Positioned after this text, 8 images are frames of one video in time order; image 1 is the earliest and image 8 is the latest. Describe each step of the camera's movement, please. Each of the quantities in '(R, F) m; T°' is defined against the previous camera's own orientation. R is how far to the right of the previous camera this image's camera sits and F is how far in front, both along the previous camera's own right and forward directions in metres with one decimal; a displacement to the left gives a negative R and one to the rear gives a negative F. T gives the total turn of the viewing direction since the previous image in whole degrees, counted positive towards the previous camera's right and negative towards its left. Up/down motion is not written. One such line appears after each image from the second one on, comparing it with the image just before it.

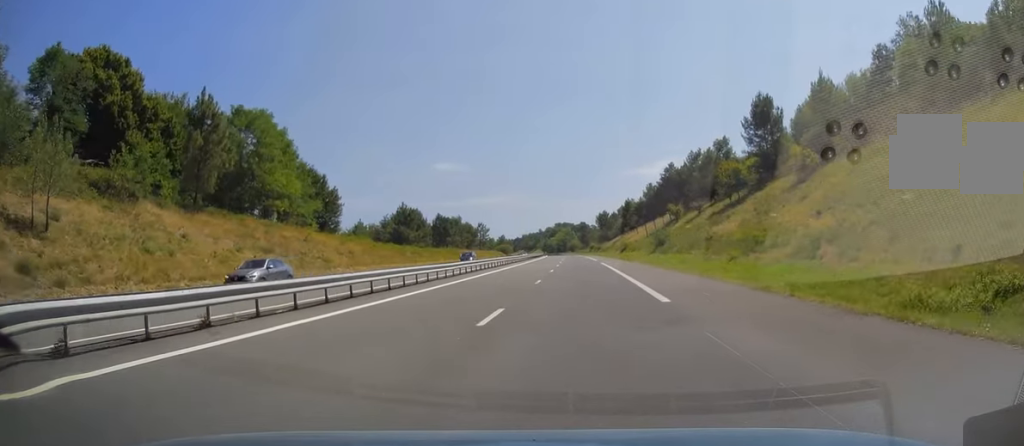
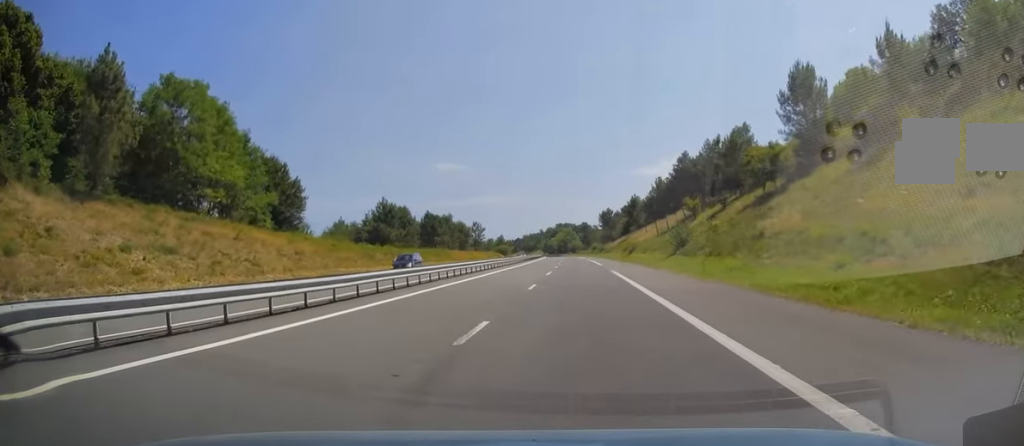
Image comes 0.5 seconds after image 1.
(-0.1, +15.3) m; 0°
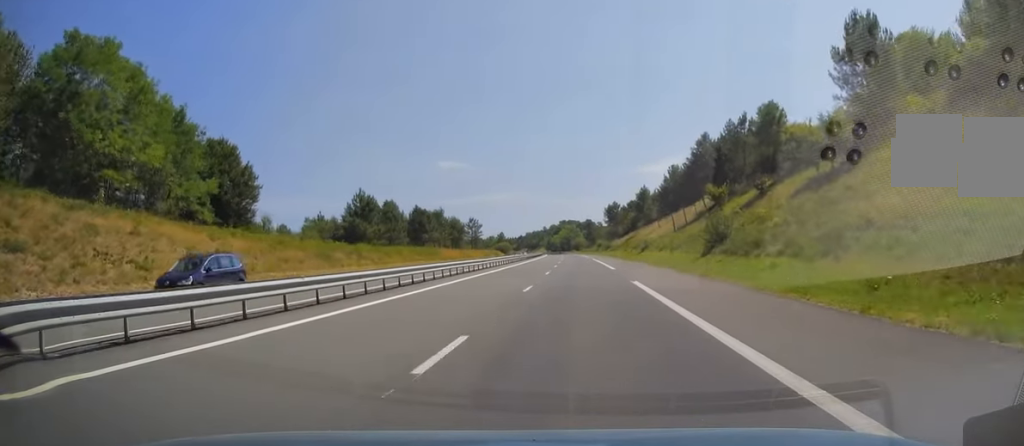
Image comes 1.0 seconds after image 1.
(+0.2, +15.2) m; 0°
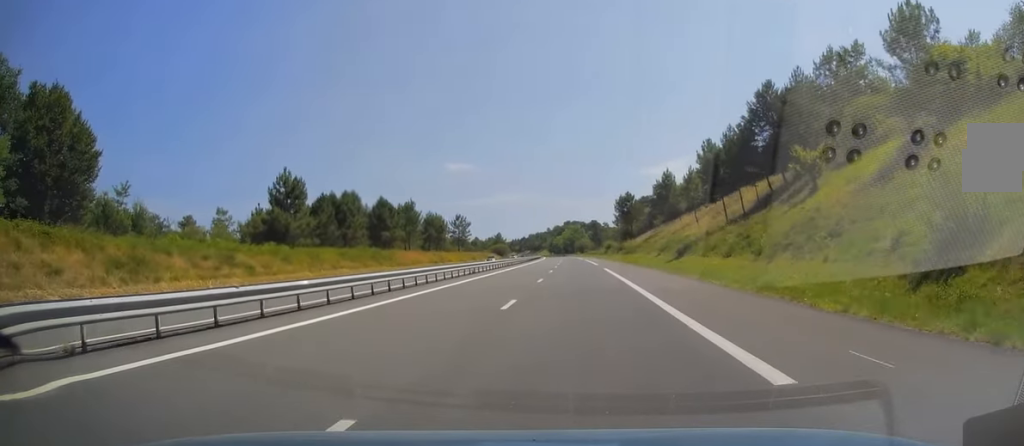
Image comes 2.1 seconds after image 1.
(-0.3, +31.0) m; -1°
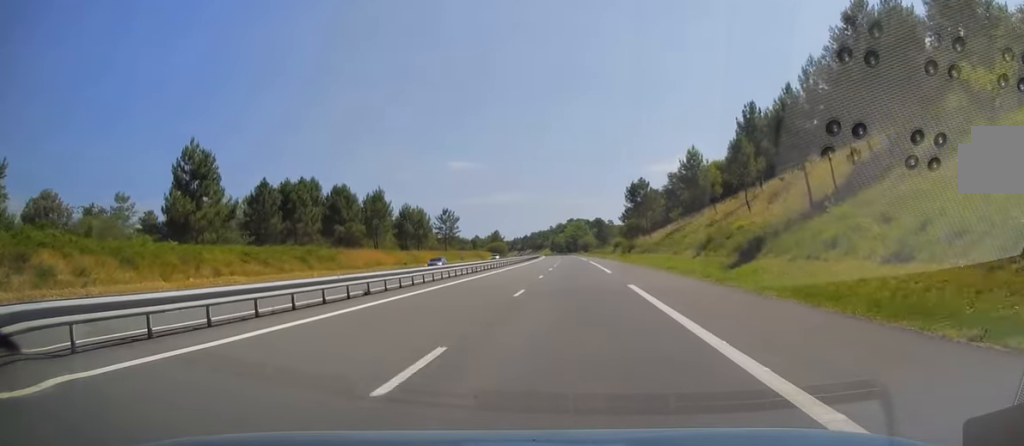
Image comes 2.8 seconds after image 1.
(-0.2, +22.2) m; 0°
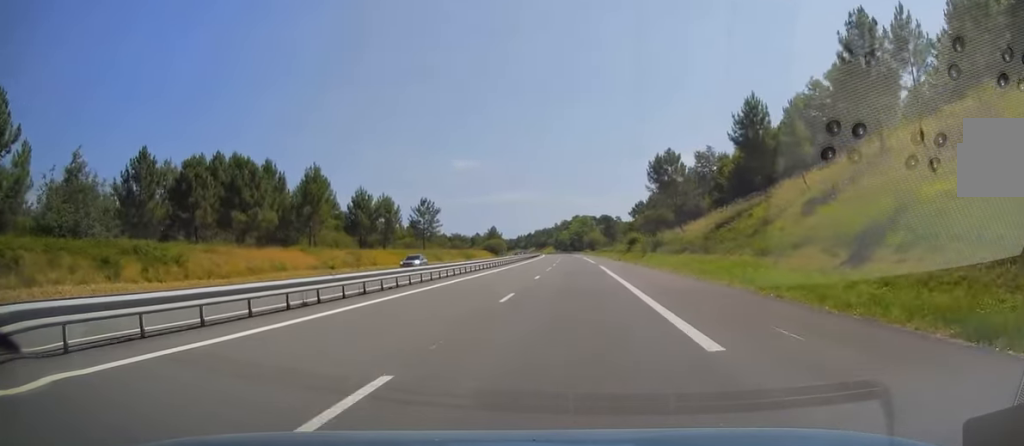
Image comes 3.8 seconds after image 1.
(+0.2, +28.1) m; 0°
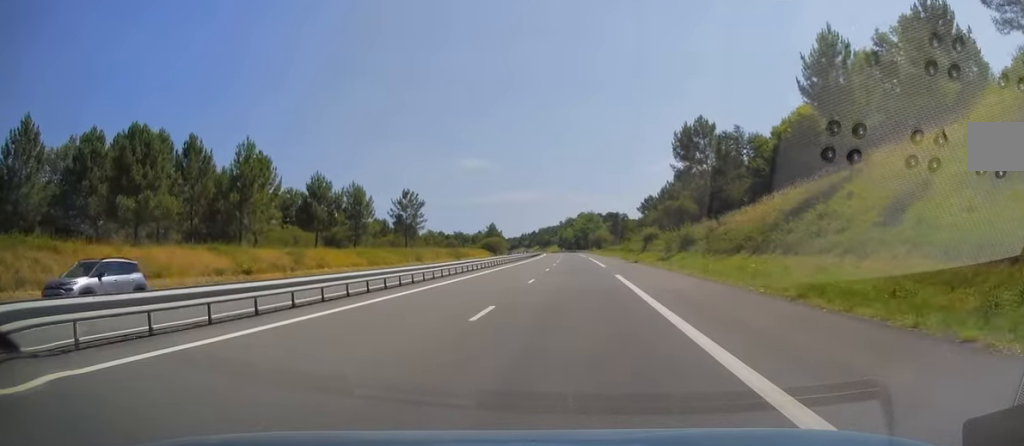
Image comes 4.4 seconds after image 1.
(-0.2, +17.7) m; -1°
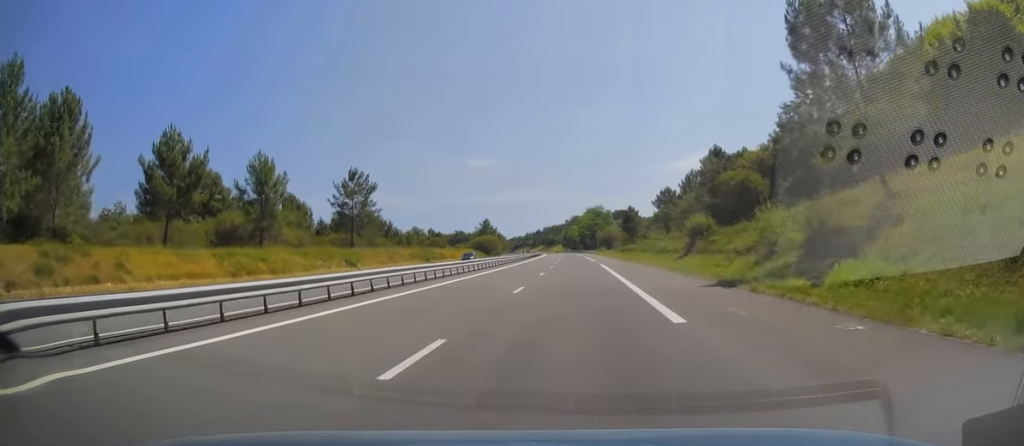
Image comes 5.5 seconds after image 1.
(-0.1, +31.5) m; 0°
